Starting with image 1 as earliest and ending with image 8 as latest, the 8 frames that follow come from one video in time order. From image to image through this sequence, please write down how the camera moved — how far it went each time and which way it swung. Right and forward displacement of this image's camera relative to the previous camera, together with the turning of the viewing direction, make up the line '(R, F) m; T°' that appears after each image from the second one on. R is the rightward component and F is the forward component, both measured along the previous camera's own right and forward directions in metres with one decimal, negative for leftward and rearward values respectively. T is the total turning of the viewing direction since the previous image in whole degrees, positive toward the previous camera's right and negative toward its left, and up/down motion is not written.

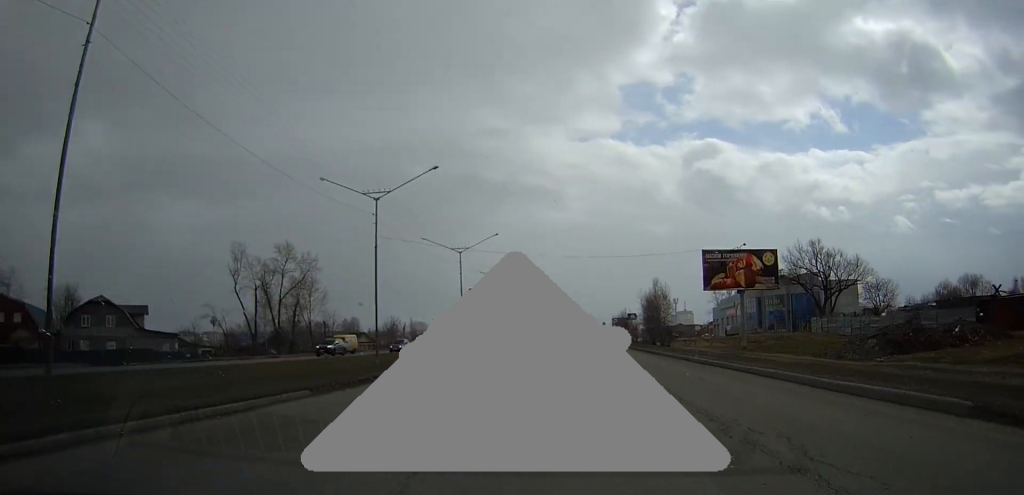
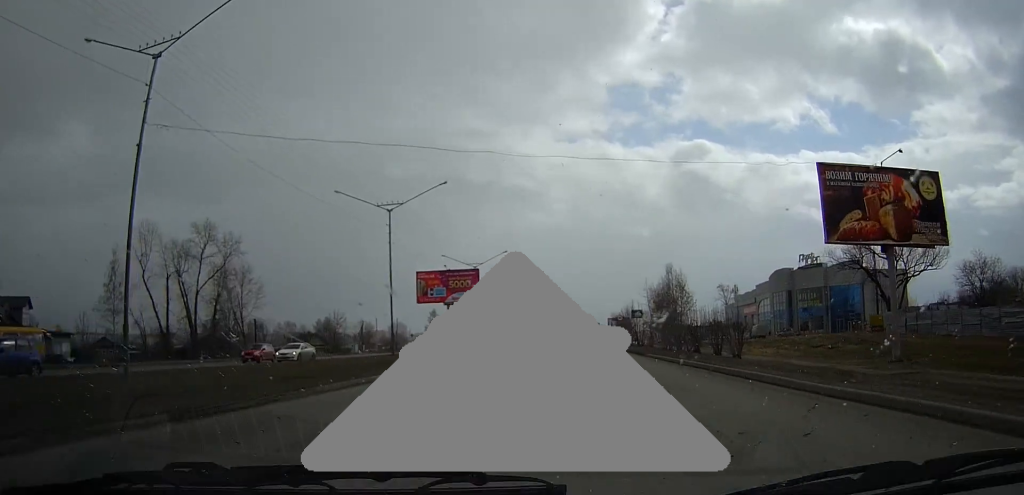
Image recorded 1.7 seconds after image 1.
(+0.6, +25.6) m; +3°
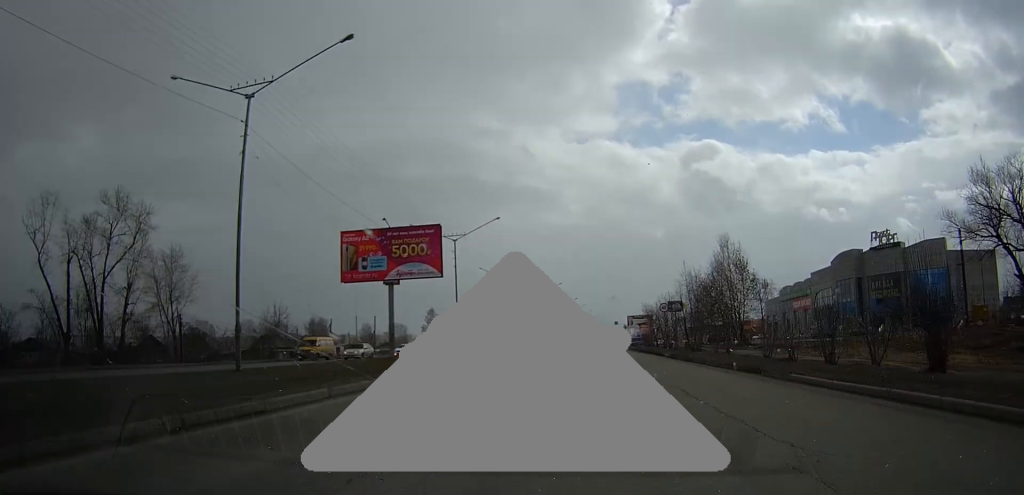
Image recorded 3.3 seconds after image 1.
(+0.1, +25.0) m; 0°
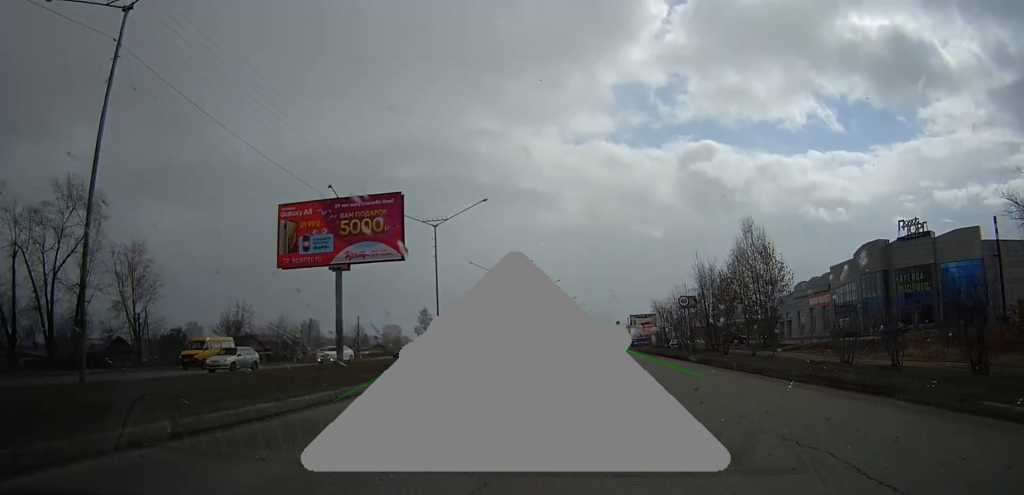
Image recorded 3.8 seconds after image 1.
(0.0, +8.8) m; 0°
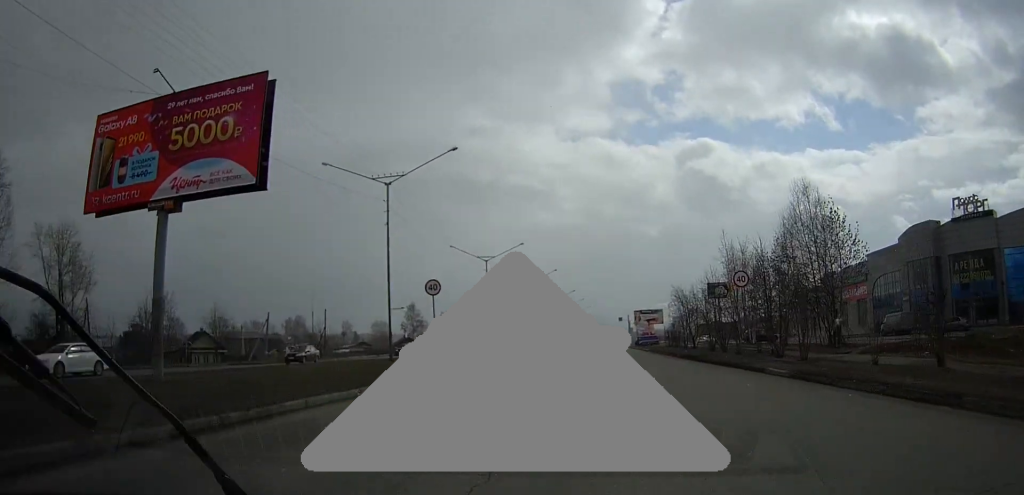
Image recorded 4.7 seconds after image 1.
(+0.2, +14.0) m; 0°
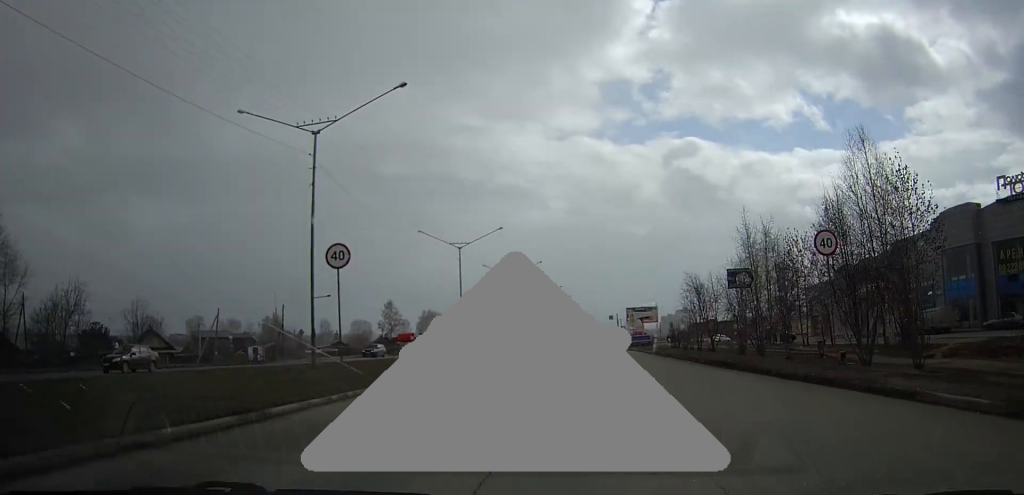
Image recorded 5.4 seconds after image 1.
(-0.2, +10.6) m; +1°
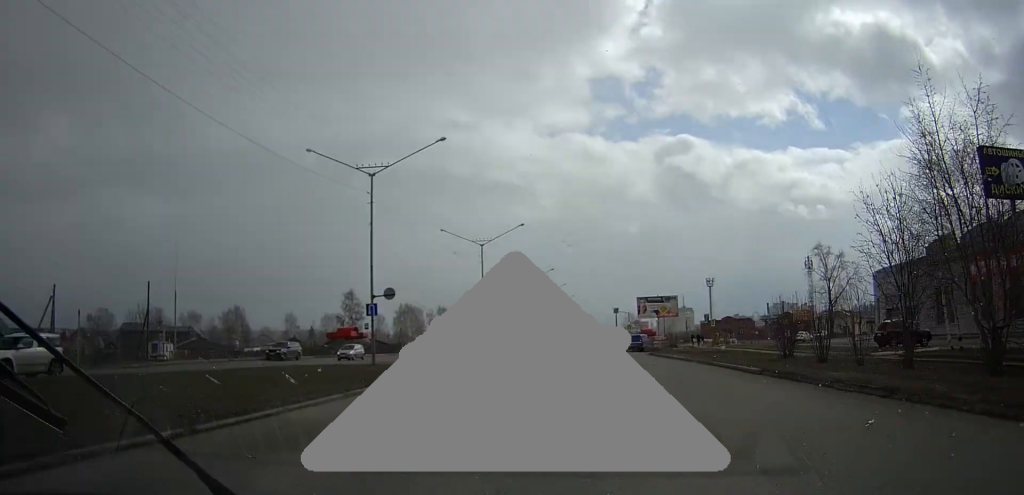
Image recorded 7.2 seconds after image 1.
(+0.6, +29.1) m; +1°
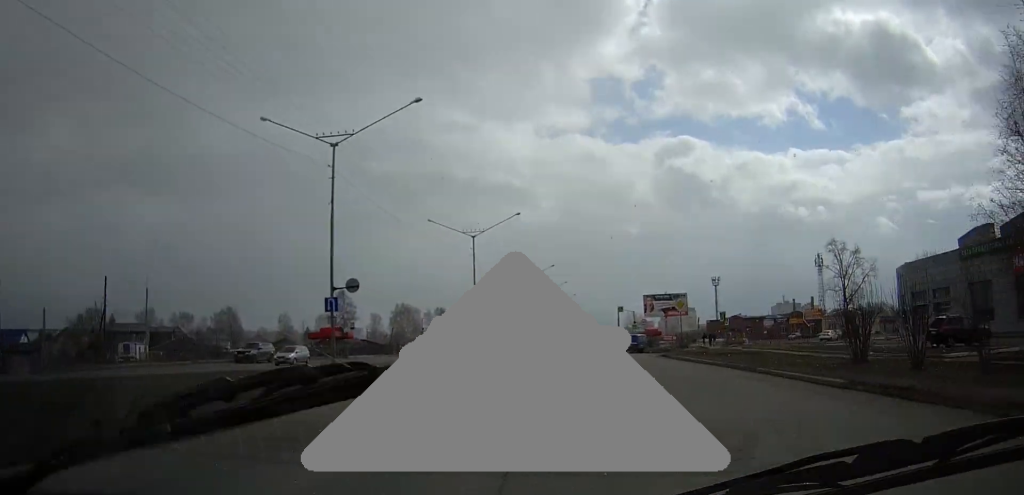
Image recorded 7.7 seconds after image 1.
(-0.1, +6.9) m; 0°
